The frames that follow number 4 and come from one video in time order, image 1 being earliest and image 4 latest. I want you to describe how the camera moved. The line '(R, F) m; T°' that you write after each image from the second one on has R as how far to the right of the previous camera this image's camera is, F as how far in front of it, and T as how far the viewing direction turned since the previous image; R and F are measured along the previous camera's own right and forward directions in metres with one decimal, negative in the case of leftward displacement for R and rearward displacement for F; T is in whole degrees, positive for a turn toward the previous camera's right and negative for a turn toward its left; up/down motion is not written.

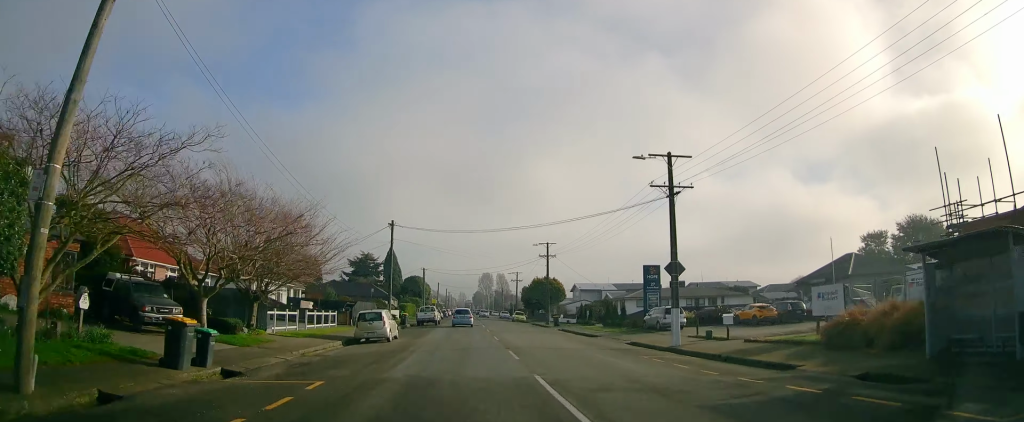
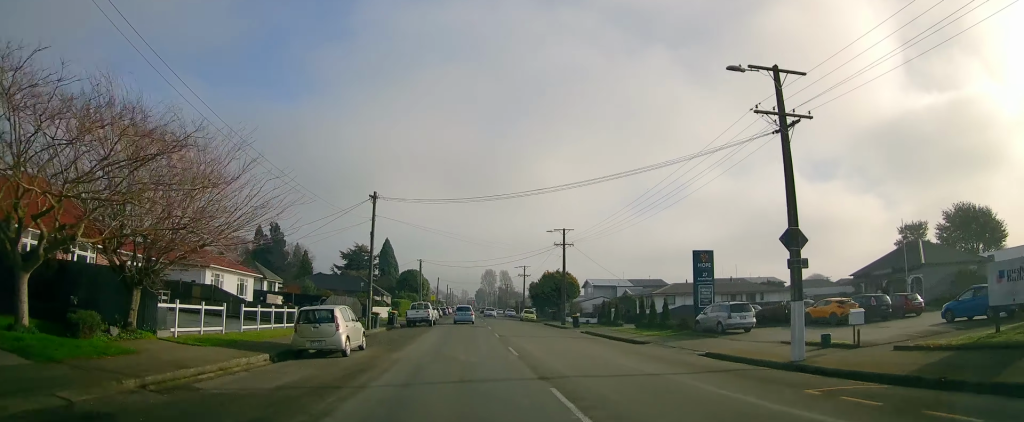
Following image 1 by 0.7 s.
(+0.3, +9.4) m; 0°
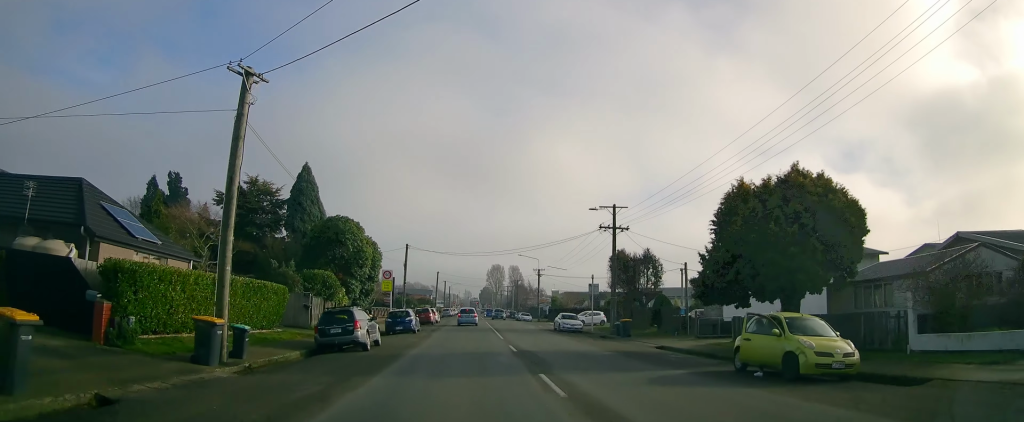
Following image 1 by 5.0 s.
(+0.6, +57.3) m; 0°
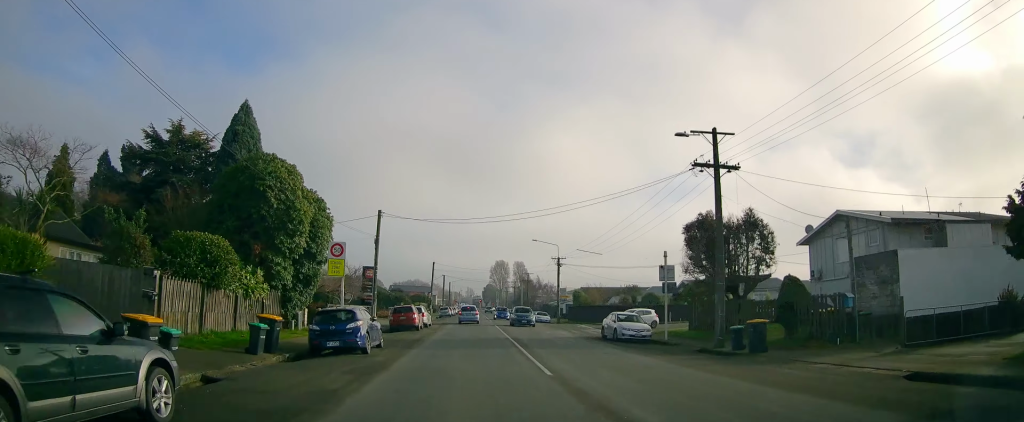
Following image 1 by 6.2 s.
(-0.1, +16.0) m; -1°
